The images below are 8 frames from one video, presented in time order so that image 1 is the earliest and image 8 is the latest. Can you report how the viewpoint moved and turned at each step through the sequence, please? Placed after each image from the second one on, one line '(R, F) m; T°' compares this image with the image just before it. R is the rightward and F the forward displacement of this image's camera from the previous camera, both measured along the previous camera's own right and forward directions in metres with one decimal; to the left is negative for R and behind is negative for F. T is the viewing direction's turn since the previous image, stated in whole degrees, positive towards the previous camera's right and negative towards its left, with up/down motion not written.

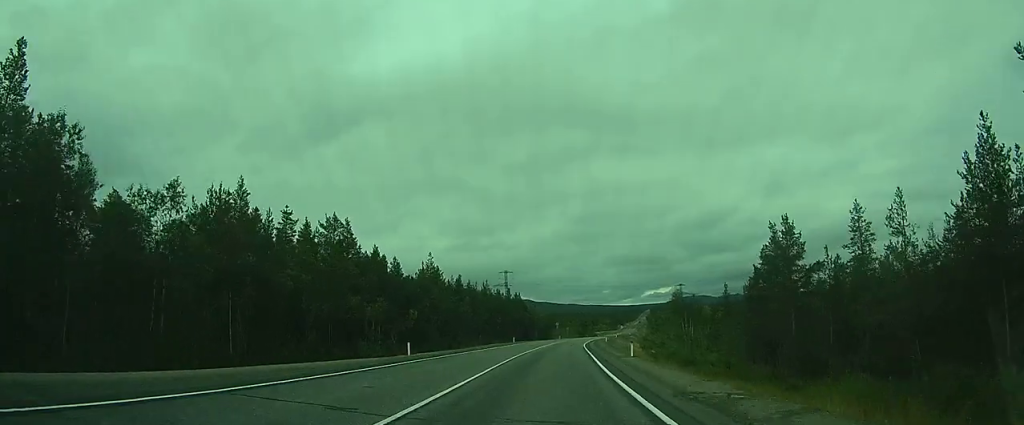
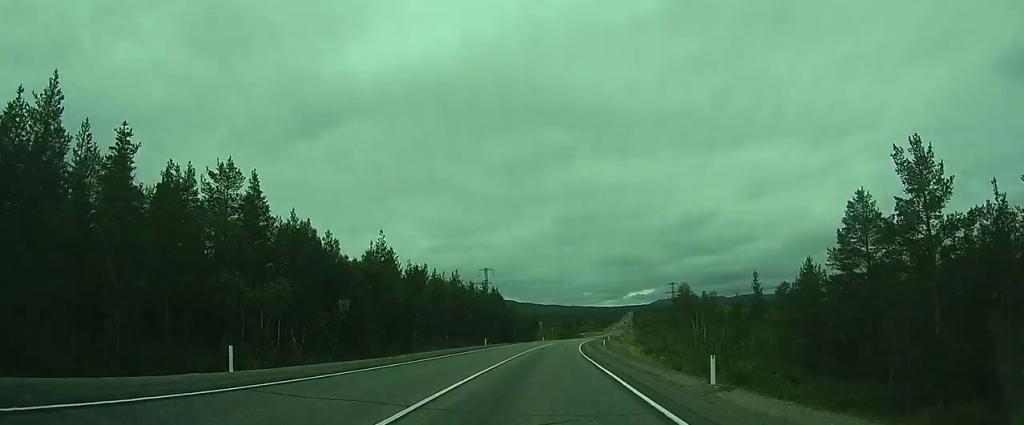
(0.0, +19.1) m; 0°
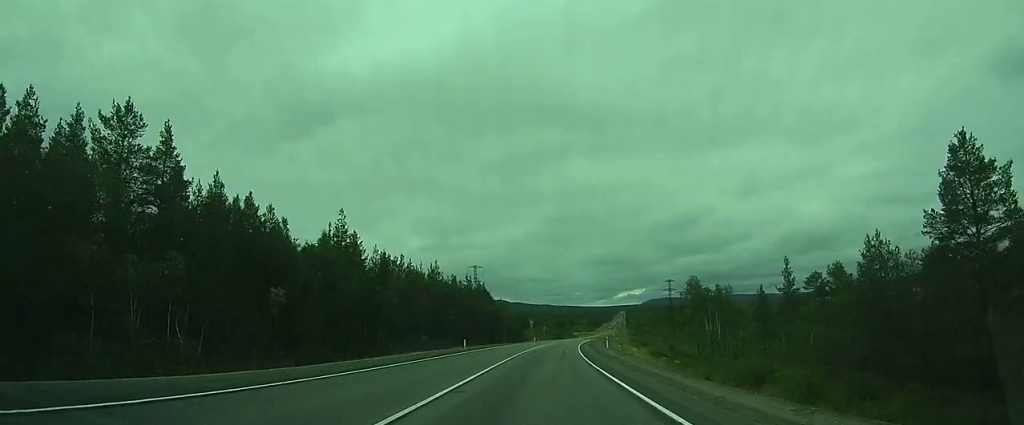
(0.0, +11.3) m; 0°
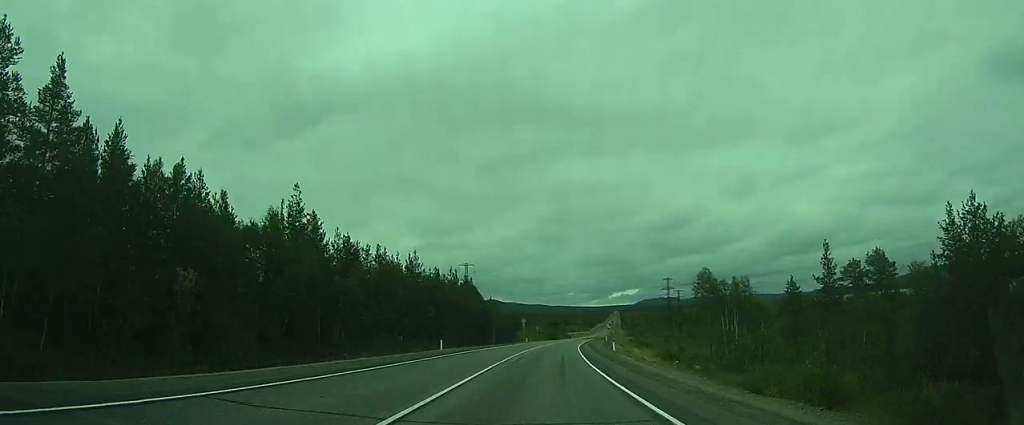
(0.0, +9.7) m; 0°
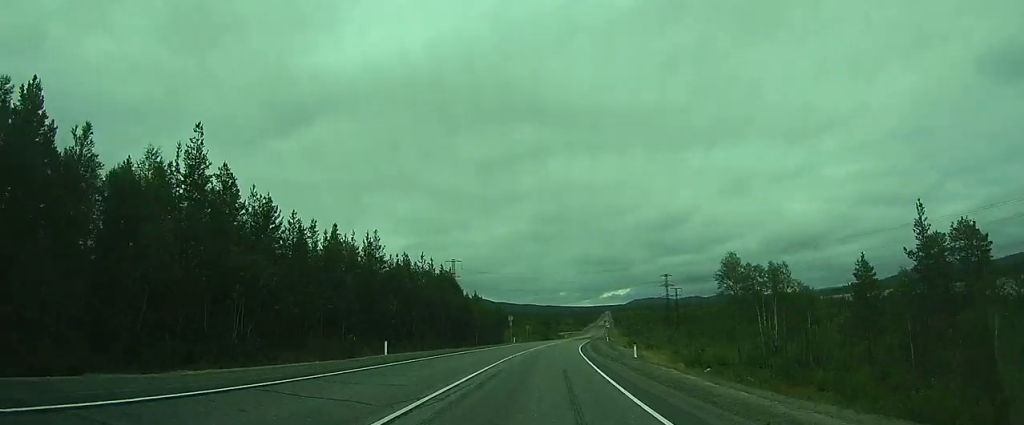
(0.0, +14.0) m; 0°
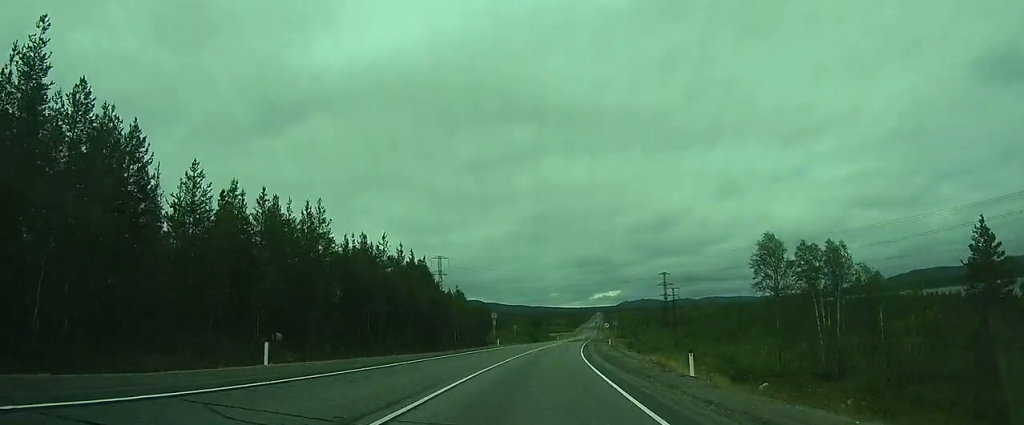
(0.0, +13.2) m; 0°
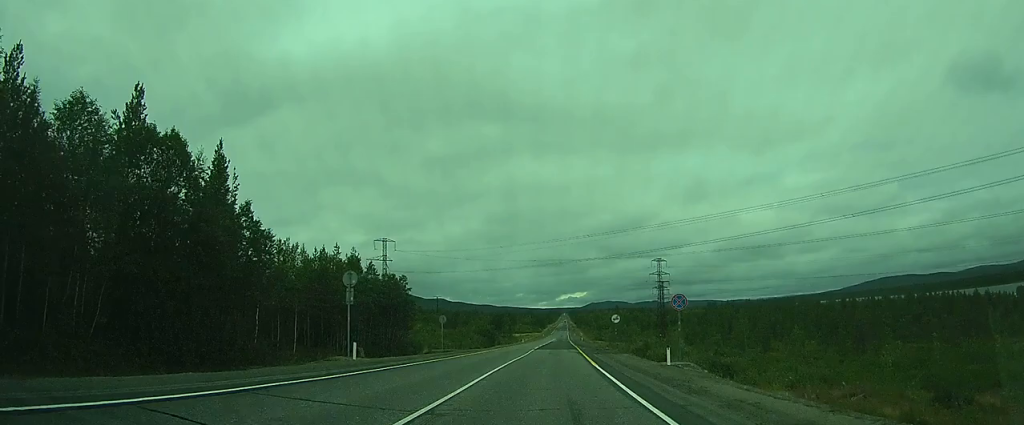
(0.0, +43.6) m; 0°
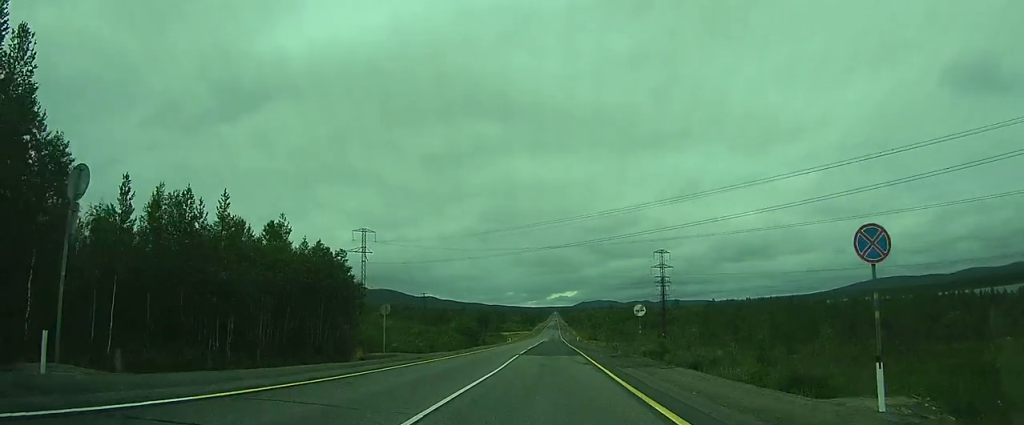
(0.0, +16.0) m; 0°
